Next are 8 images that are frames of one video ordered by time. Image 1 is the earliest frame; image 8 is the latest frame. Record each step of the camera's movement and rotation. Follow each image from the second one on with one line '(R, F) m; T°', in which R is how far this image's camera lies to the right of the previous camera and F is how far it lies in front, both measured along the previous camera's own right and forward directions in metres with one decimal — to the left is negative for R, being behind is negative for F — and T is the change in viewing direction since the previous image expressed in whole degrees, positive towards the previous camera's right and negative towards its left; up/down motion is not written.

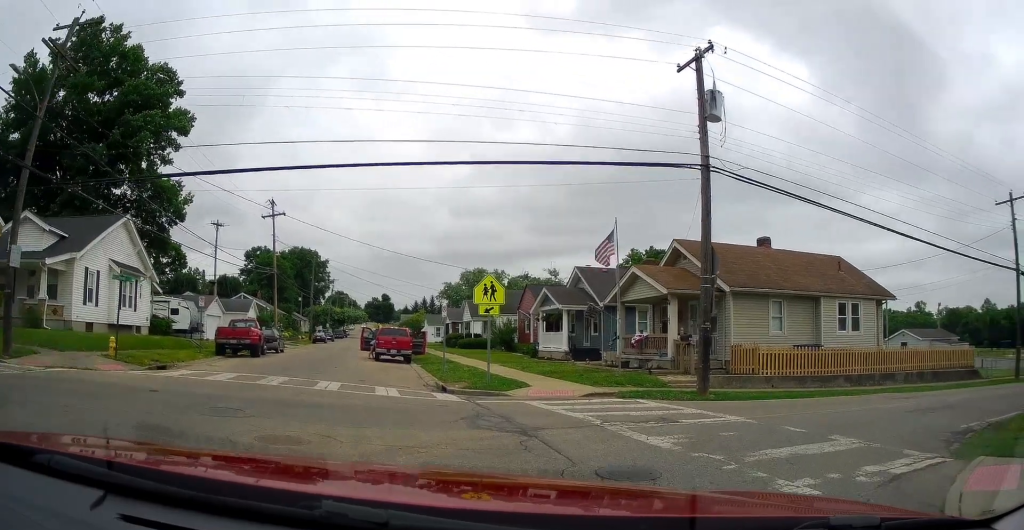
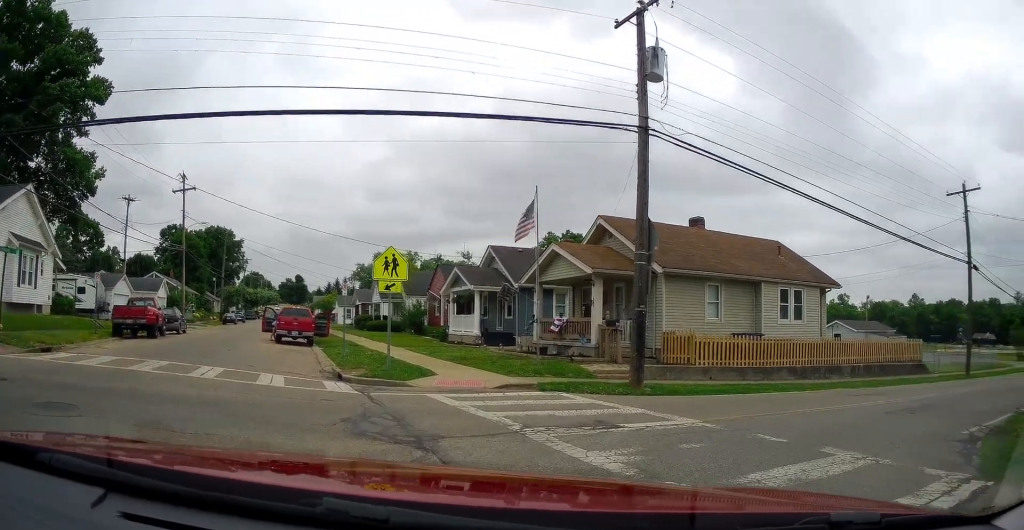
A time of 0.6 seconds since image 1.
(+0.2, +2.1) m; +8°
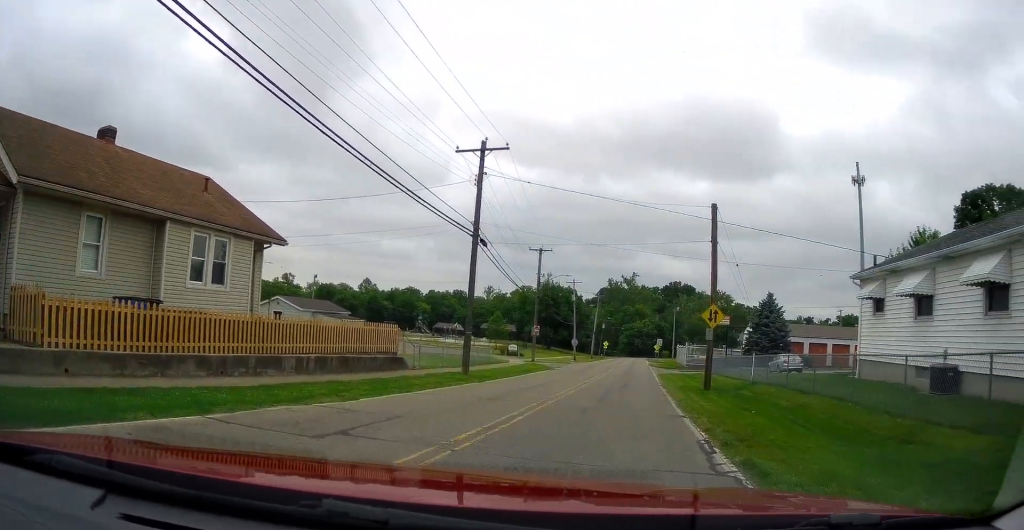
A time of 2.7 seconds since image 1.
(+2.4, +6.9) m; +46°
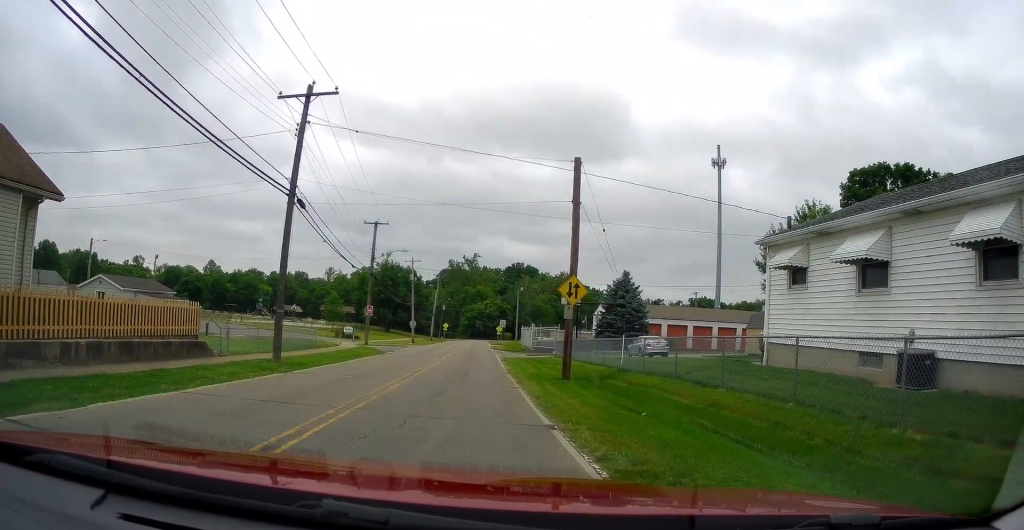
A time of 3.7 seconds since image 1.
(+0.9, +4.0) m; +12°
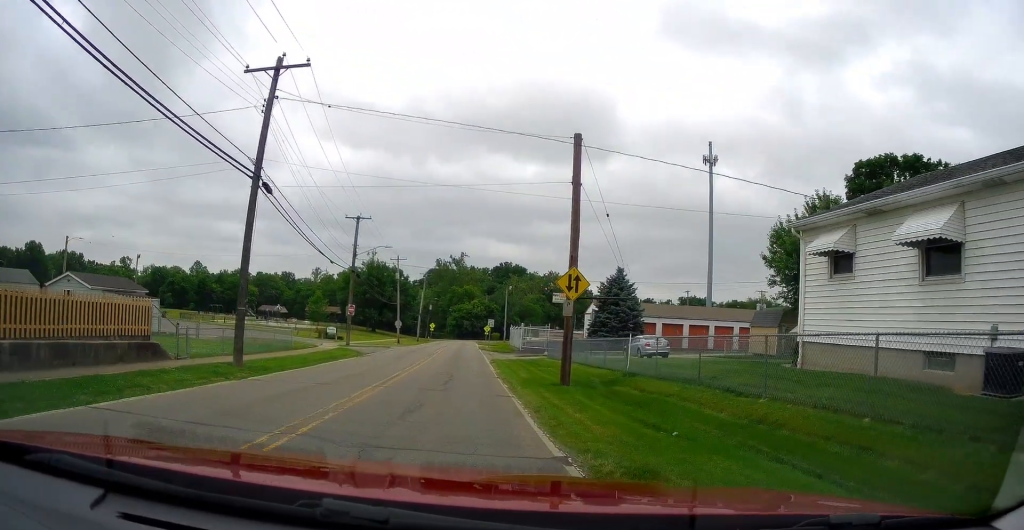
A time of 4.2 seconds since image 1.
(+0.3, +2.6) m; 0°
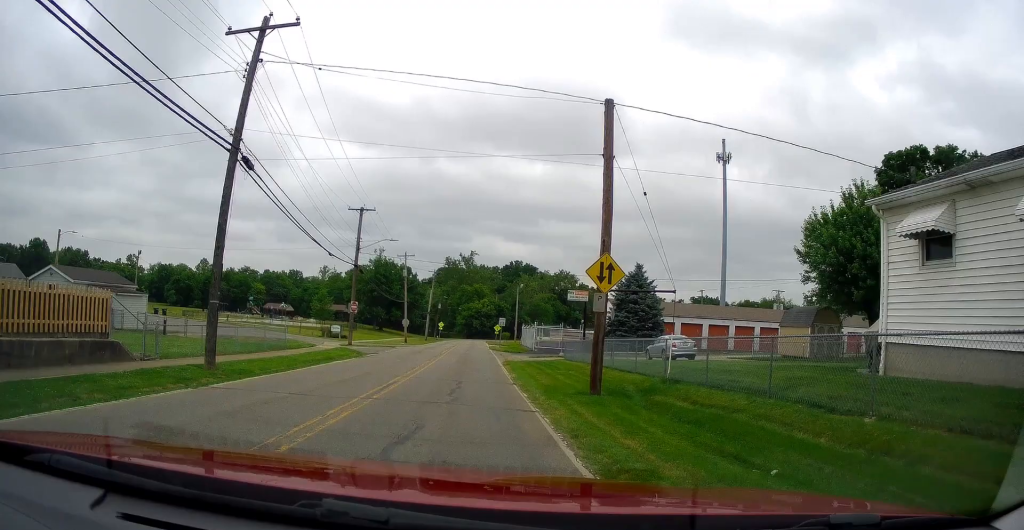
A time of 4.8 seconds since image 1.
(-0.4, +3.2) m; -2°
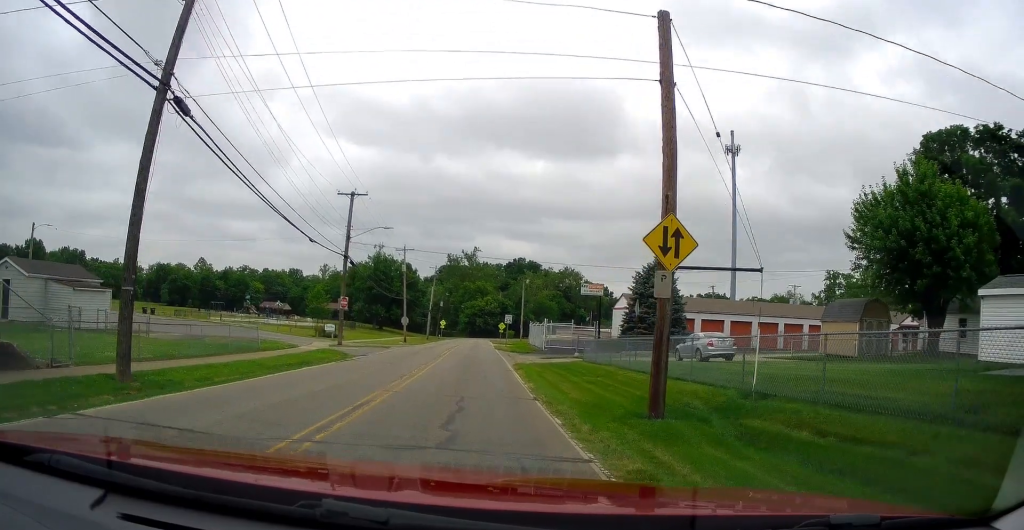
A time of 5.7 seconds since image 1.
(-0.1, +4.9) m; 0°
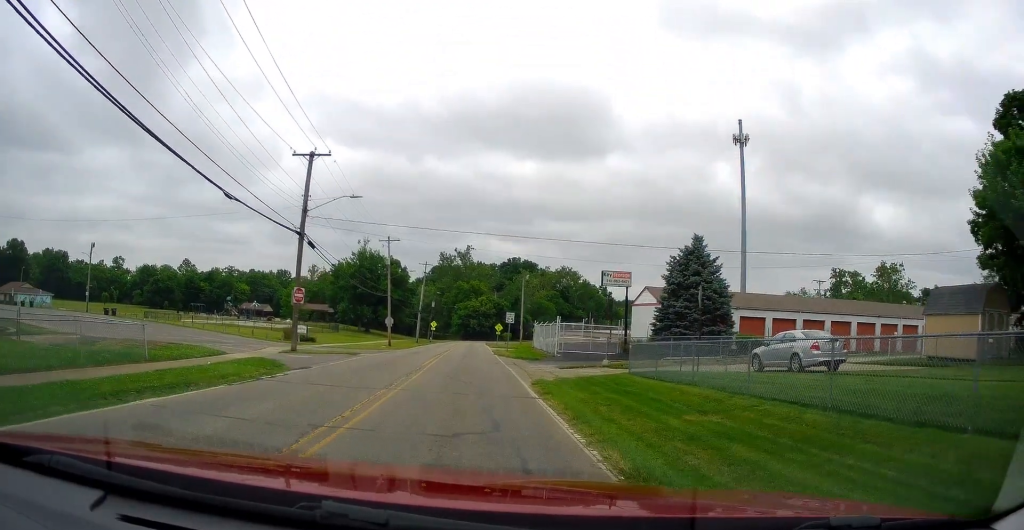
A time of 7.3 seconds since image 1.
(+0.4, +9.7) m; +3°
